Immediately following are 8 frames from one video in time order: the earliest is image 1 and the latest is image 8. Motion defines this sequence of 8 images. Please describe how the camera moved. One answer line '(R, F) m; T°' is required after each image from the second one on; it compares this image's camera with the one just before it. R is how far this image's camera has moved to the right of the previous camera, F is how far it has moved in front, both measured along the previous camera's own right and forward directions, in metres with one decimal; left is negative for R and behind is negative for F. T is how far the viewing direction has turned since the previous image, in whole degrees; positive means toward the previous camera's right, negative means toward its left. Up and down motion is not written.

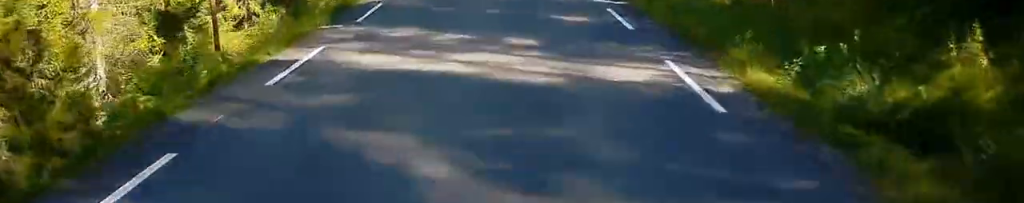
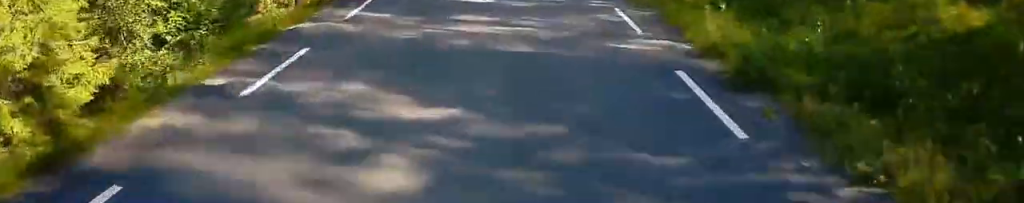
(-0.6, +24.8) m; -2°
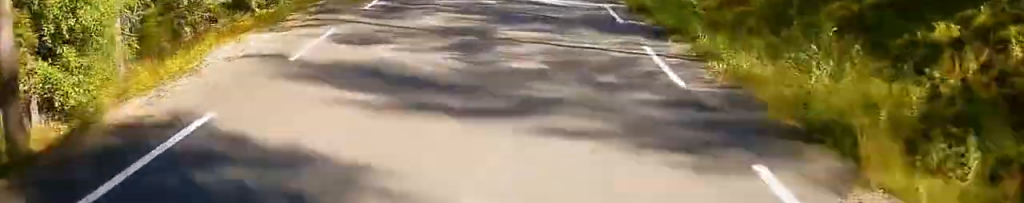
(+0.2, +15.4) m; +1°
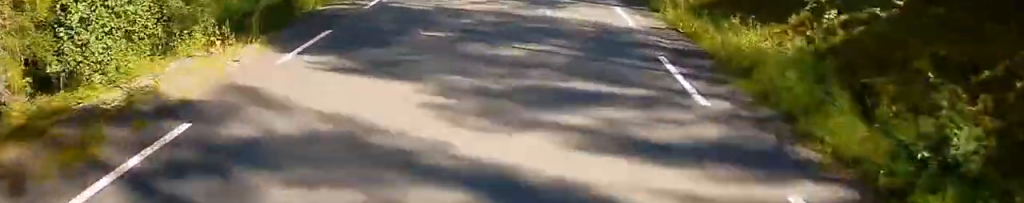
(0.0, +12.7) m; -1°
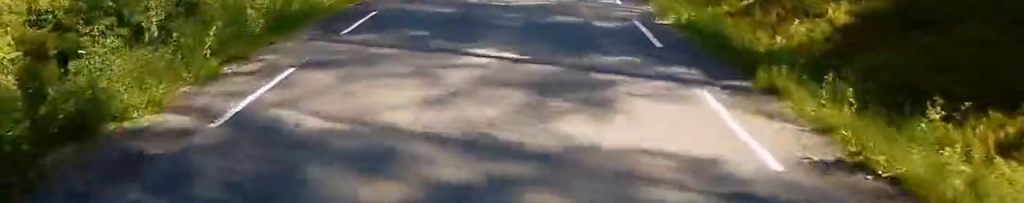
(0.0, +8.5) m; -1°
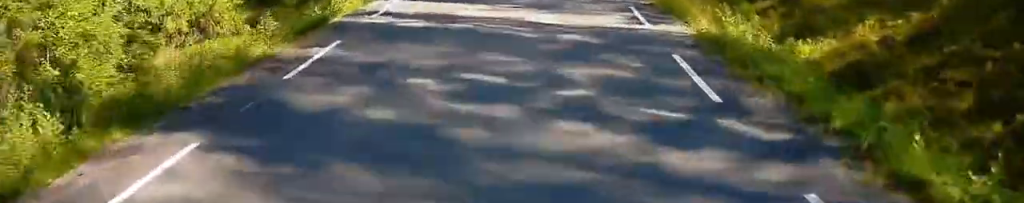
(-0.2, +15.6) m; 0°
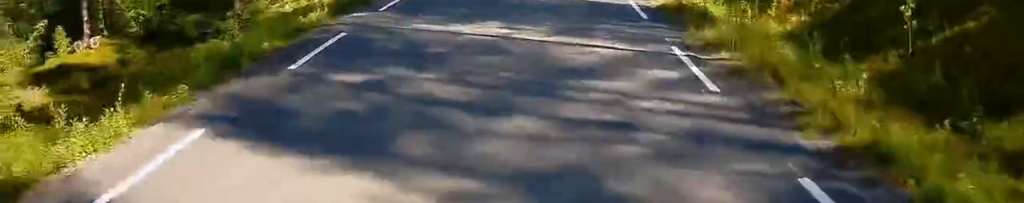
(-0.1, +11.7) m; +1°
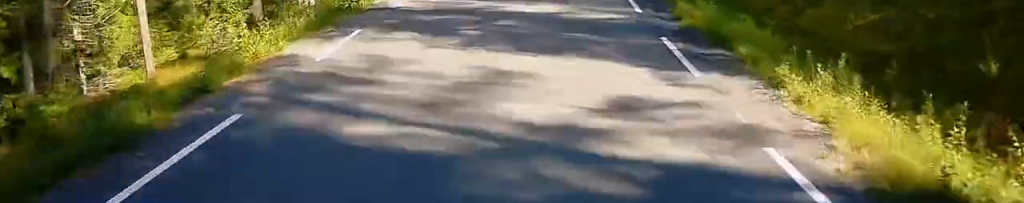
(+0.4, +11.1) m; +1°
